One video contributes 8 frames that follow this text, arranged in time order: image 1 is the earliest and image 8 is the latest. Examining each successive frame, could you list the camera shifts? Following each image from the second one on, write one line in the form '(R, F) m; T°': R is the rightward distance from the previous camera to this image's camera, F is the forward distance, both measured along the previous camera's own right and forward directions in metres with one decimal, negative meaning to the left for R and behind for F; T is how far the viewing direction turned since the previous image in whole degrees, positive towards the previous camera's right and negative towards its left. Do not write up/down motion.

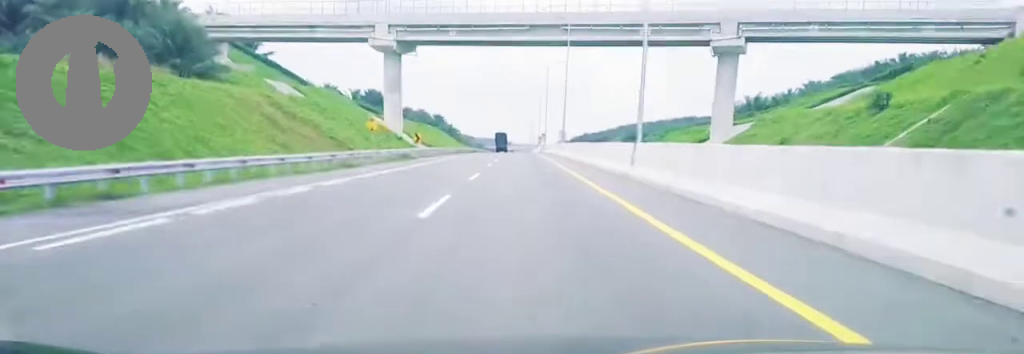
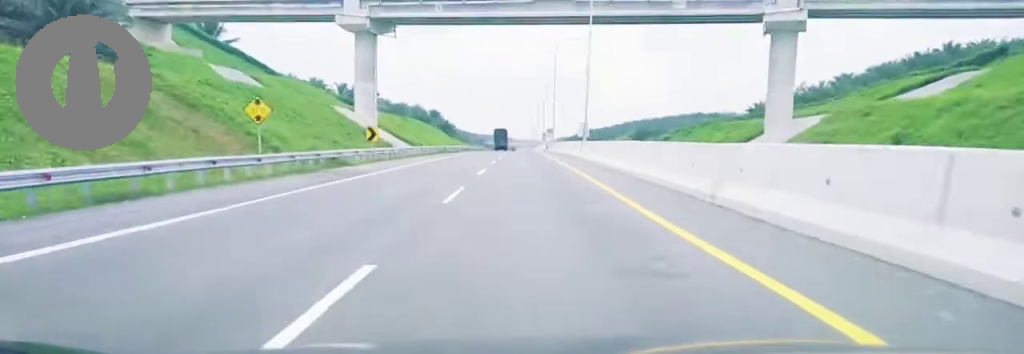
(+0.3, +23.1) m; 0°
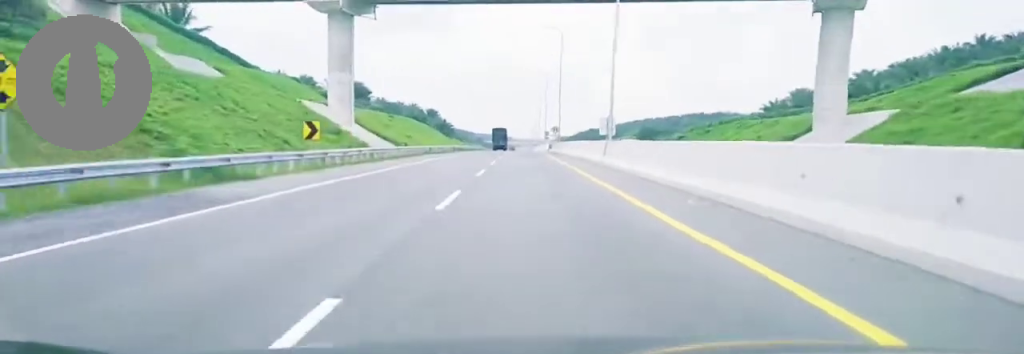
(-0.1, +15.0) m; 0°
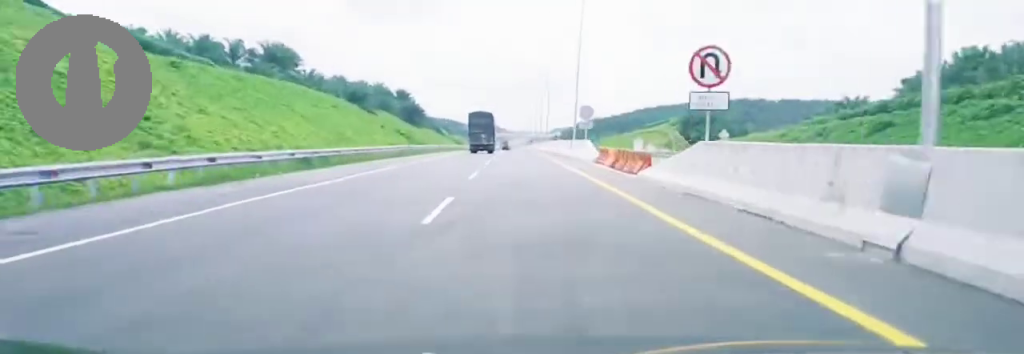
(+0.5, +81.0) m; +1°
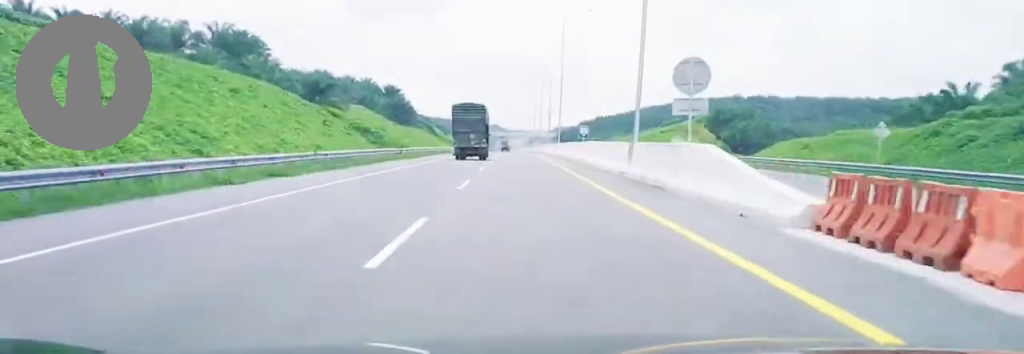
(-0.1, +30.1) m; 0°
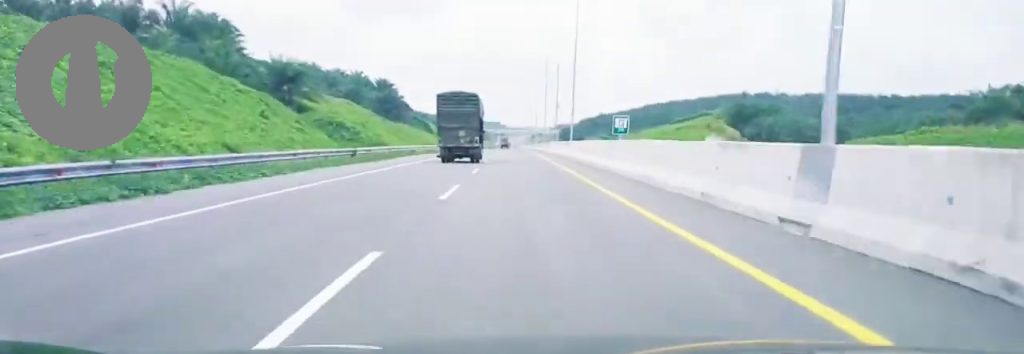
(0.0, +17.4) m; 0°
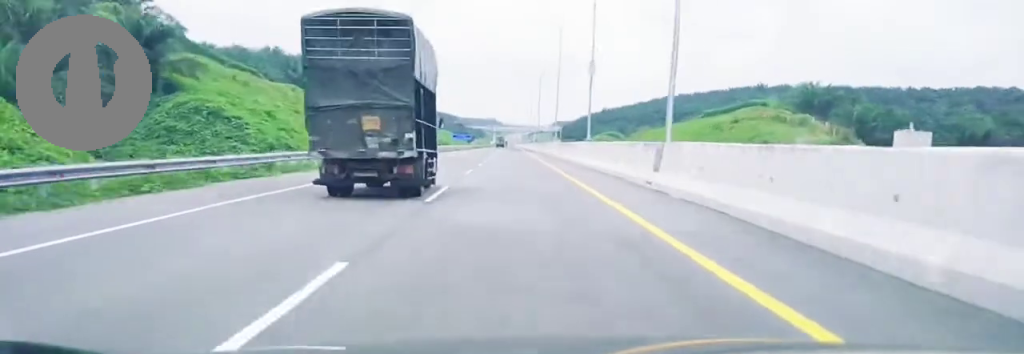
(+0.2, +39.6) m; 0°
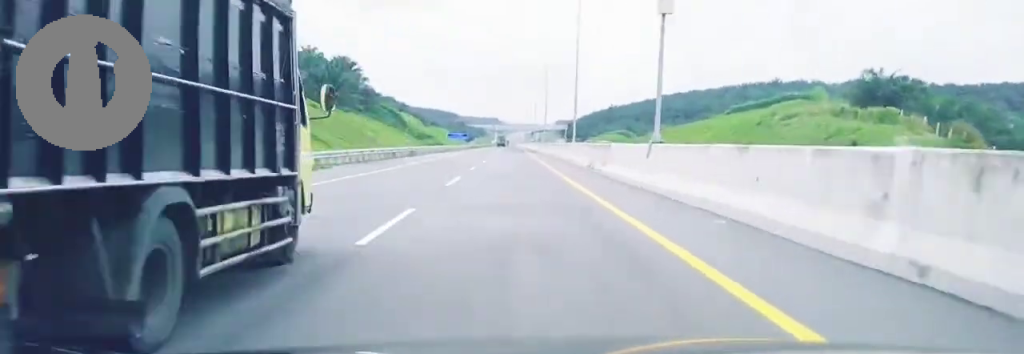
(0.0, +19.9) m; 0°
